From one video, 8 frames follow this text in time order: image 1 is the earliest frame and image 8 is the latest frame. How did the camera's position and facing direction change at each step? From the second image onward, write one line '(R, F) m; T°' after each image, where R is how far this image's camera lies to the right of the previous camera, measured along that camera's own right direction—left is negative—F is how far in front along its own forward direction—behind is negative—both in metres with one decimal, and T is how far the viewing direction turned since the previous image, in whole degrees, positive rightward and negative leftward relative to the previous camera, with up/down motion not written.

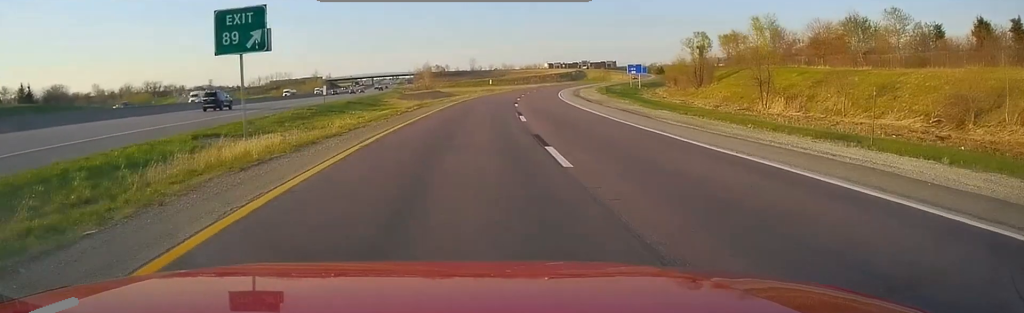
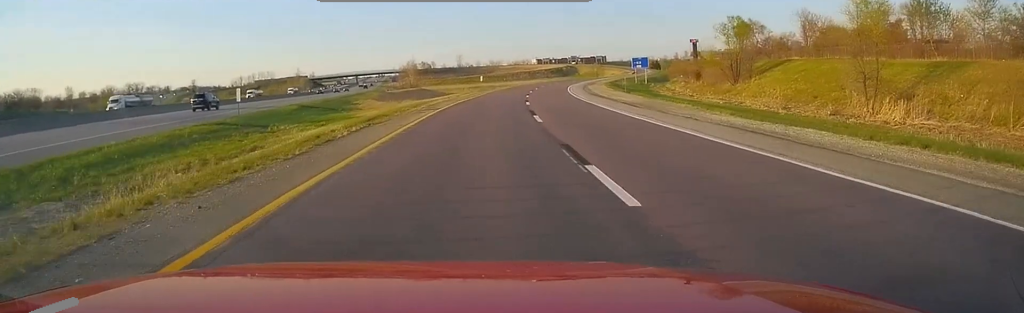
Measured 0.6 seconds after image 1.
(0.0, +15.2) m; +1°
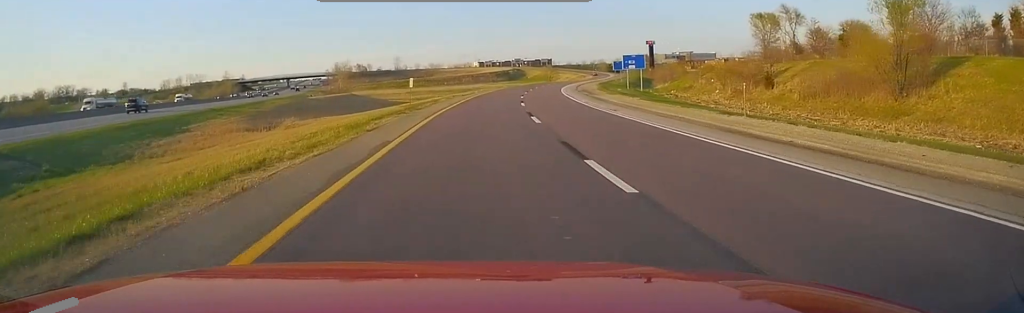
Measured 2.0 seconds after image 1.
(+1.2, +35.7) m; +4°
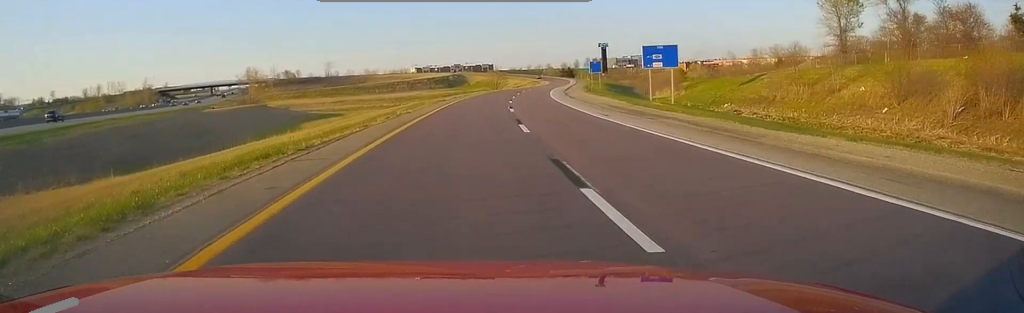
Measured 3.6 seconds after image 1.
(+1.9, +38.8) m; +6°
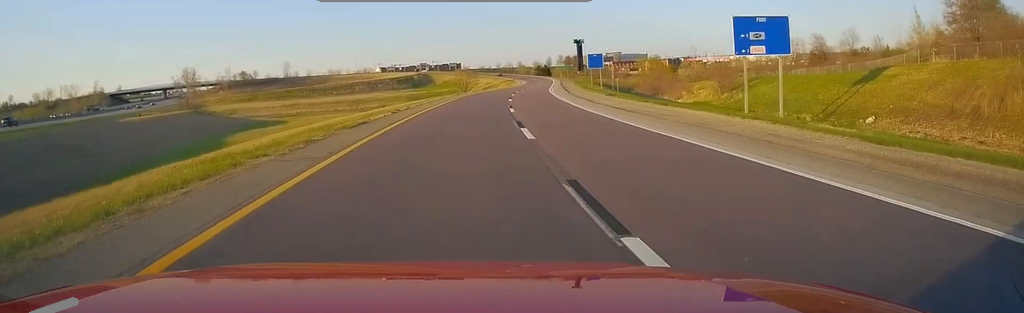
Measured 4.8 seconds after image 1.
(+1.2, +26.8) m; +5°
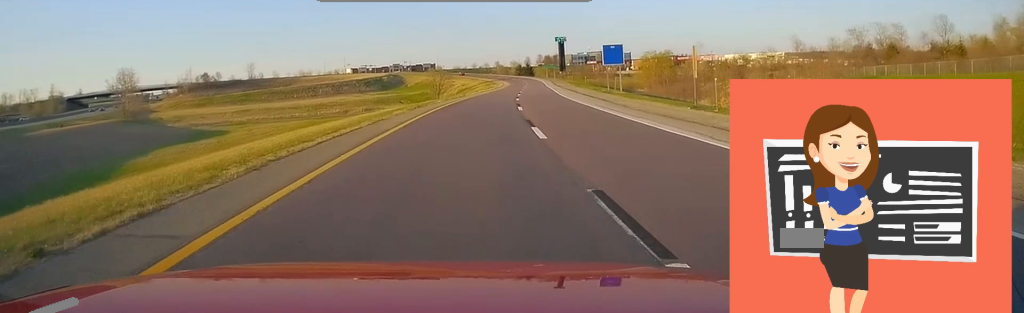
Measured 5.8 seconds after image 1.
(+0.9, +24.7) m; +3°
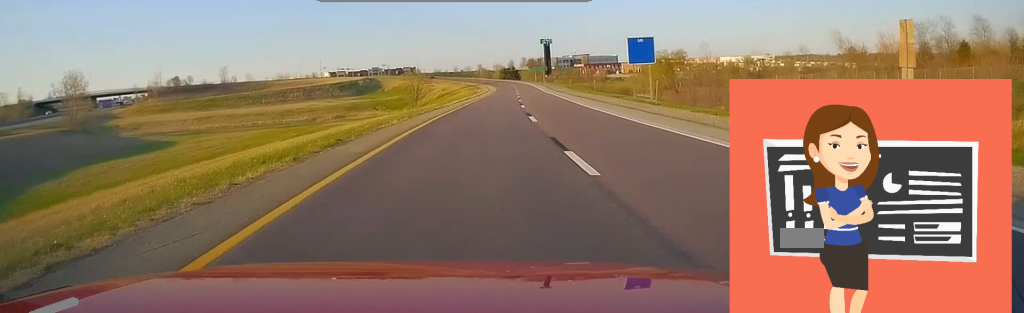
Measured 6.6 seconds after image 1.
(+0.4, +17.8) m; +1°
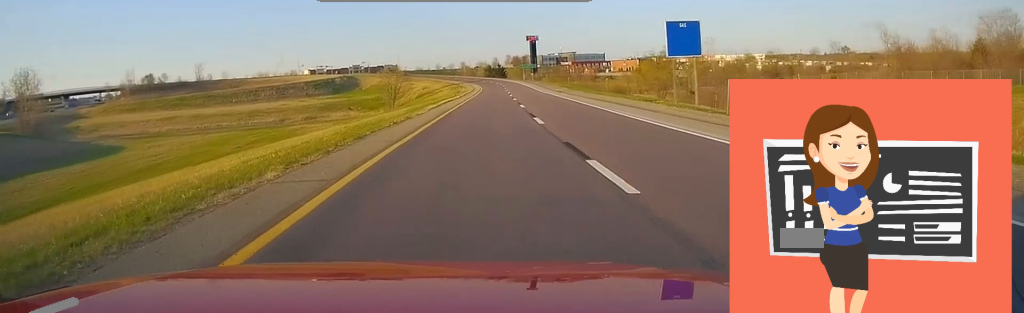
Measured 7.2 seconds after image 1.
(-0.2, +13.9) m; 0°
